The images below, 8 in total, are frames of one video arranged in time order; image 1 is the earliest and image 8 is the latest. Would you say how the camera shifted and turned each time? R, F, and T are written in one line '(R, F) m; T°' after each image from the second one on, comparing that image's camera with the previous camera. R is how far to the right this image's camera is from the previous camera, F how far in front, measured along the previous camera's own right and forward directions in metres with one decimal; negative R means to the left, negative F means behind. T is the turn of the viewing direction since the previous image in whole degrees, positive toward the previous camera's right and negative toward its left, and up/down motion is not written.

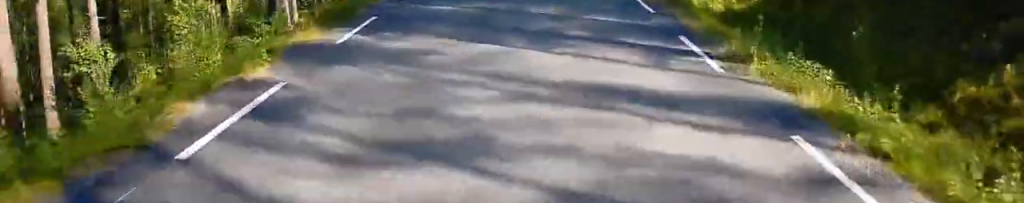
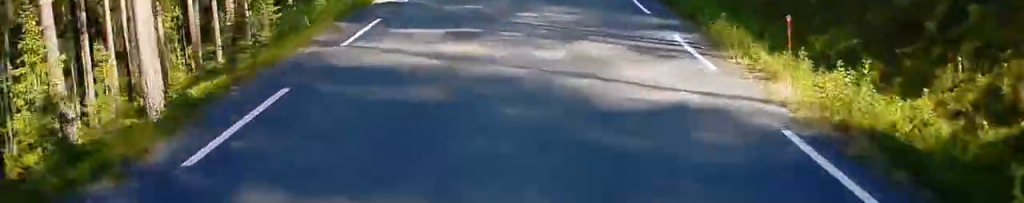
(0.0, +11.5) m; +1°
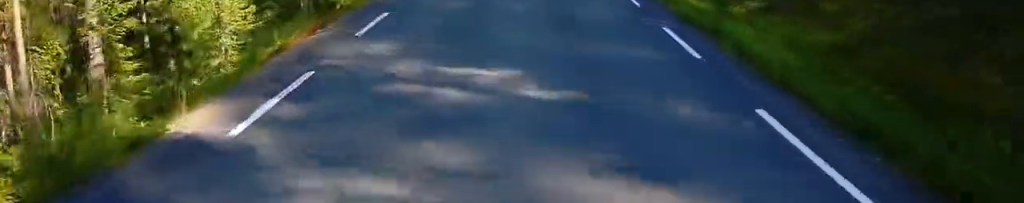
(-0.2, +10.8) m; +2°
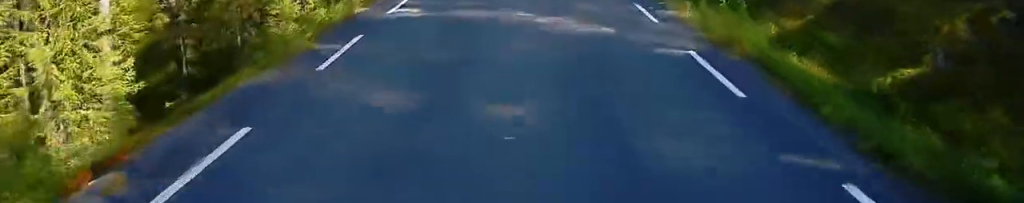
(+0.4, +8.4) m; +2°
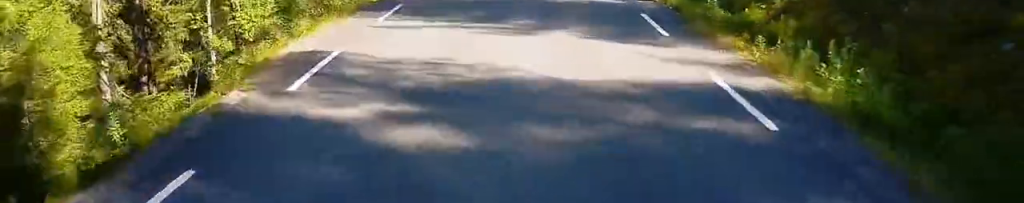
(+0.3, +13.1) m; +2°
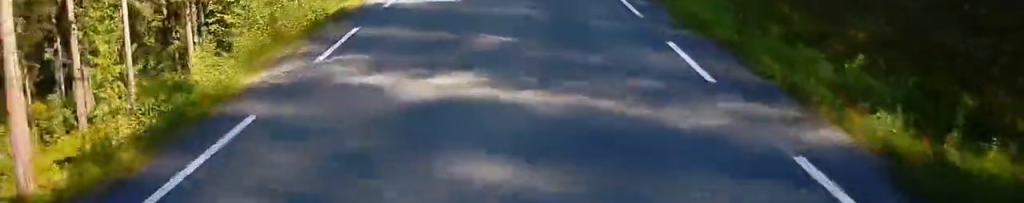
(+0.3, +21.7) m; +1°
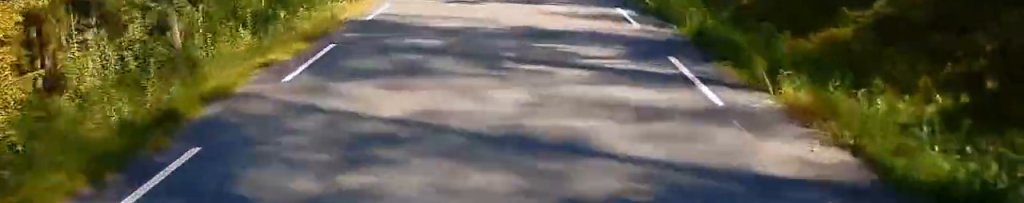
(+0.1, +24.9) m; 0°
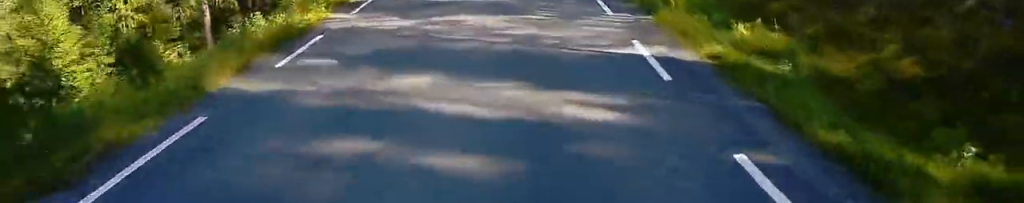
(+0.3, +28.7) m; +1°
